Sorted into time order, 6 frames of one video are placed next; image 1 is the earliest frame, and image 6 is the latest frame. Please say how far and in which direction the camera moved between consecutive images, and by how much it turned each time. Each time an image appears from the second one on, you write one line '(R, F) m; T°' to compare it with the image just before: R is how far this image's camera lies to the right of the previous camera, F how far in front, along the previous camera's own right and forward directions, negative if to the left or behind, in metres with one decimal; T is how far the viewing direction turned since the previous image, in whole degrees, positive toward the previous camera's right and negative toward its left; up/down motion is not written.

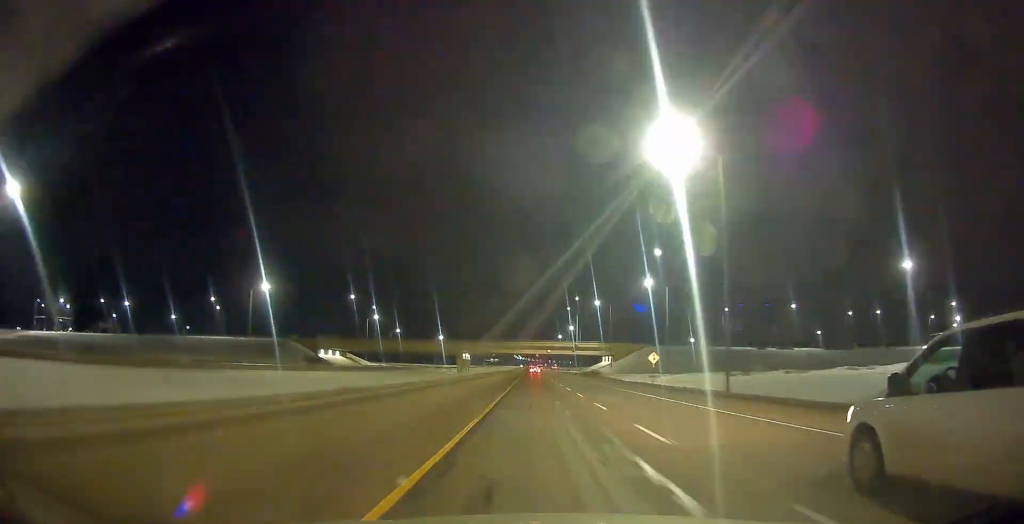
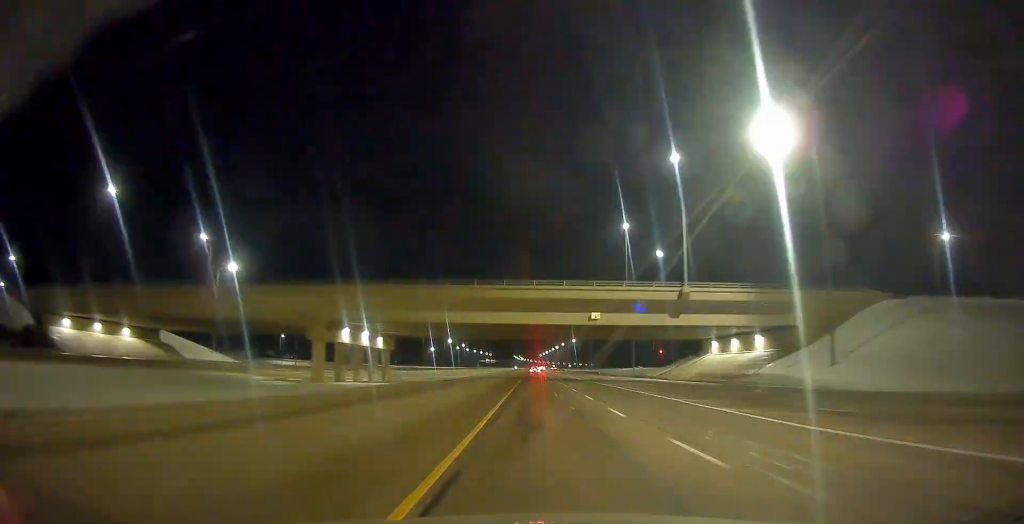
(+0.1, +135.1) m; 0°
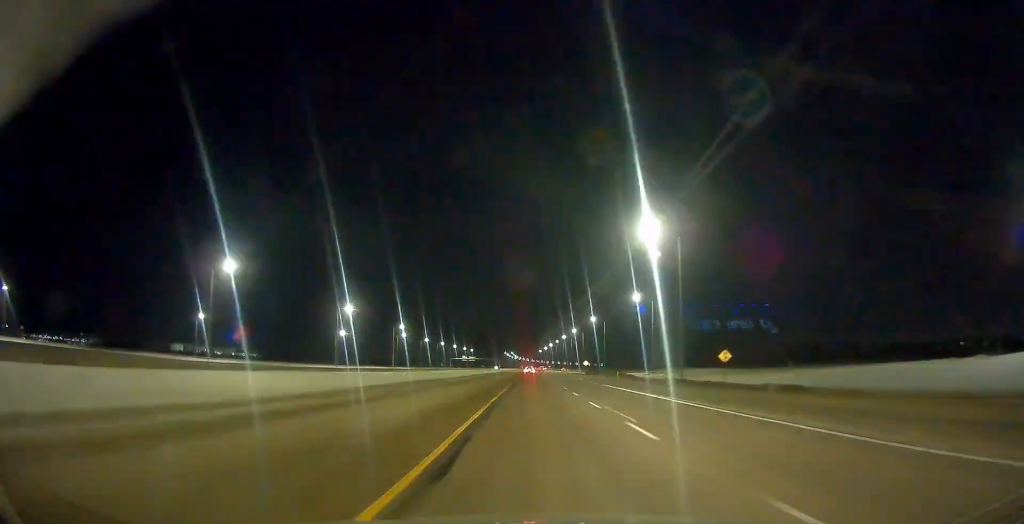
(0.0, +228.9) m; 0°
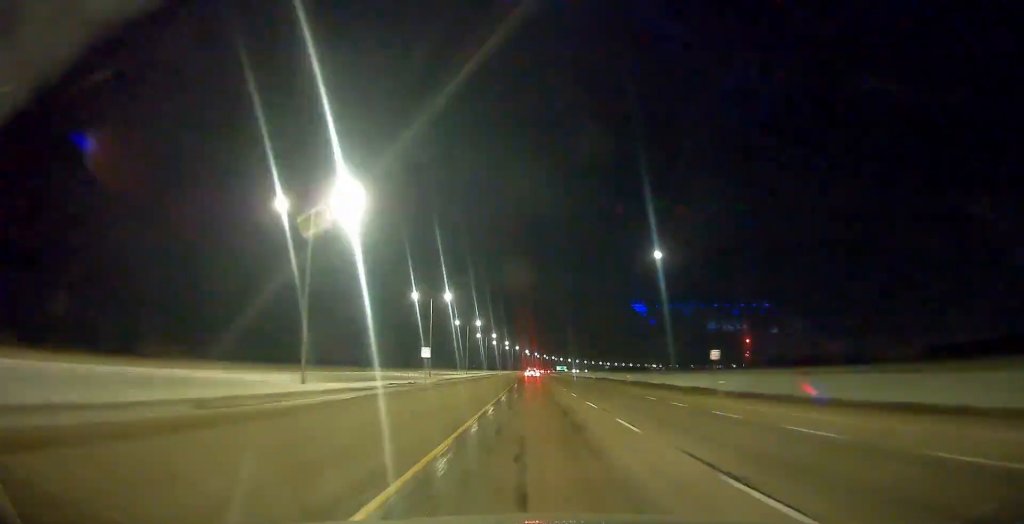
(+0.3, +679.0) m; +1°
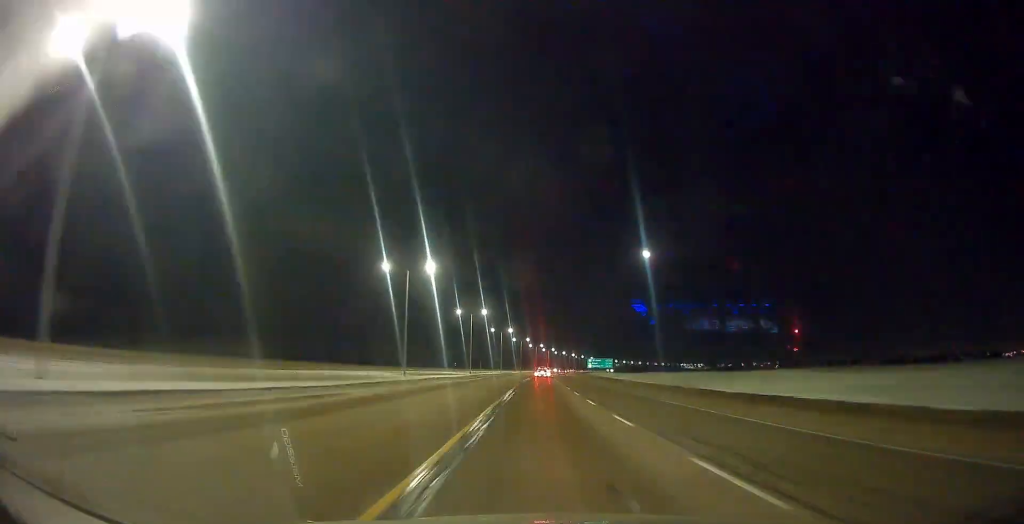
(+4.5, +288.2) m; +3°
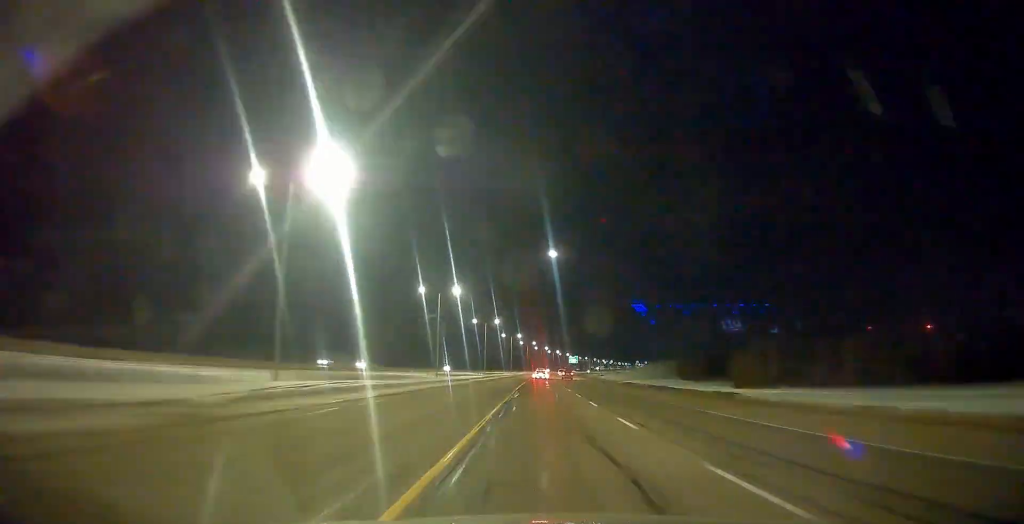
(+43.1, +565.4) m; +9°
